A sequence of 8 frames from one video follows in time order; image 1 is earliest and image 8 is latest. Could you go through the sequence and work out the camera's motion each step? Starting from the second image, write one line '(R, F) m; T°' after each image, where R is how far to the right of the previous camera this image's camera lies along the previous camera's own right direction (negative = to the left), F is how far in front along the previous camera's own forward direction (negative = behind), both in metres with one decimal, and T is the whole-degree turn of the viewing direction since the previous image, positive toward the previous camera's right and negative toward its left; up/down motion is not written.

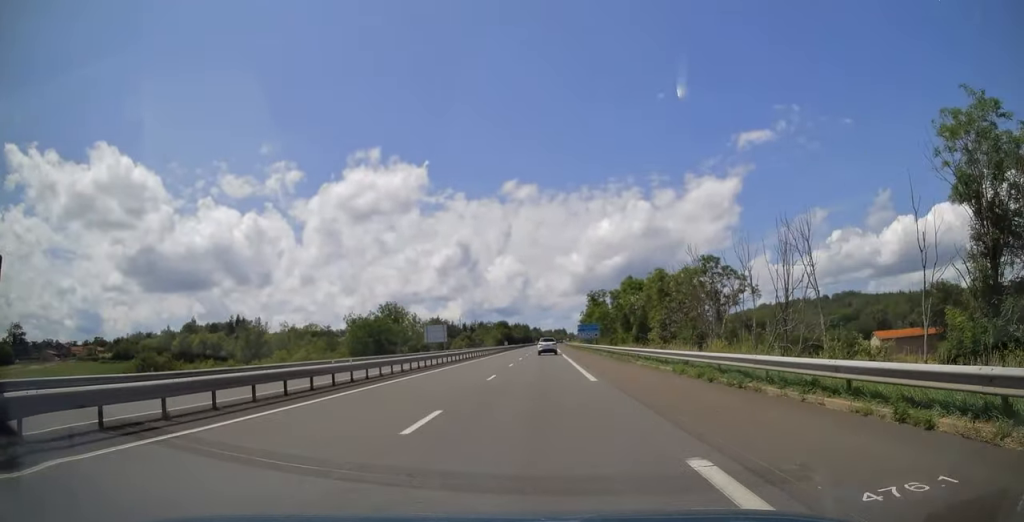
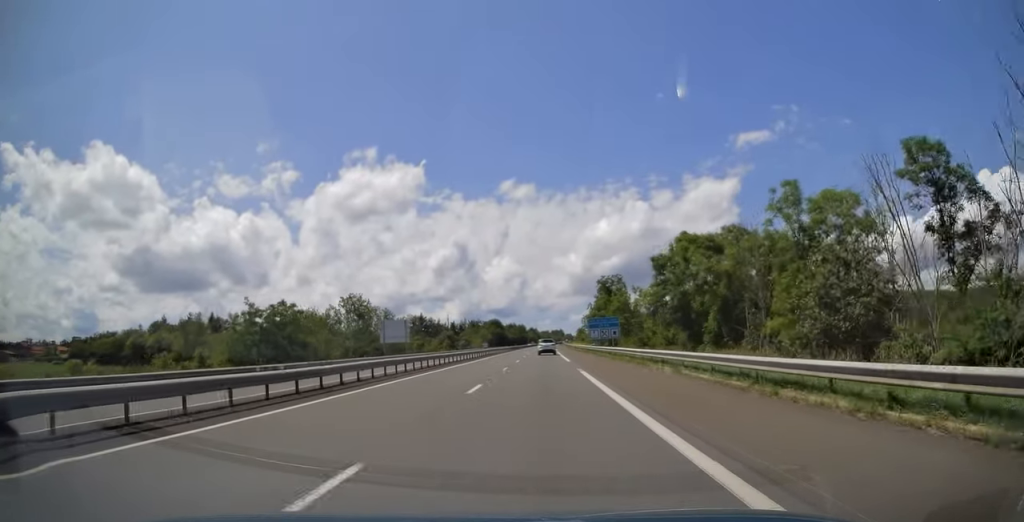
(-0.1, +31.1) m; 0°
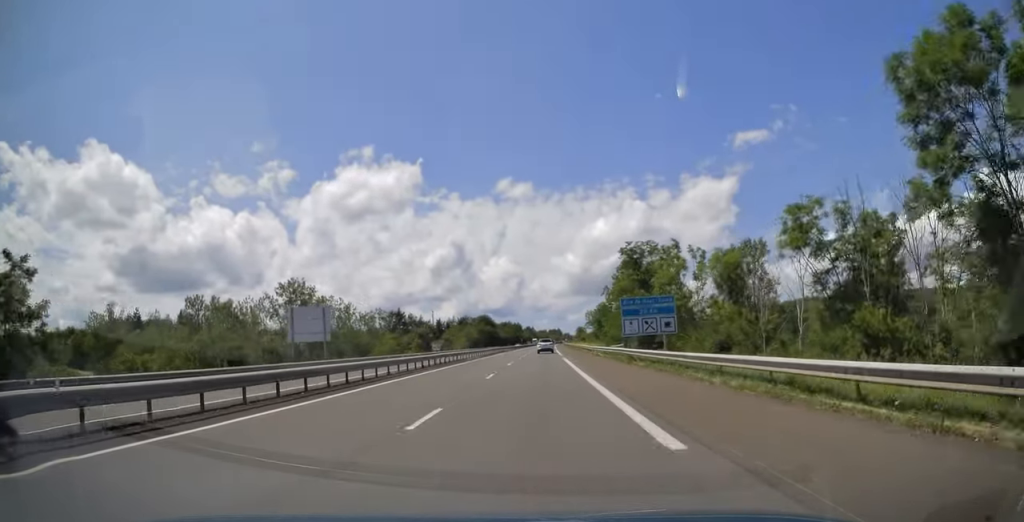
(+0.3, +33.2) m; +1°
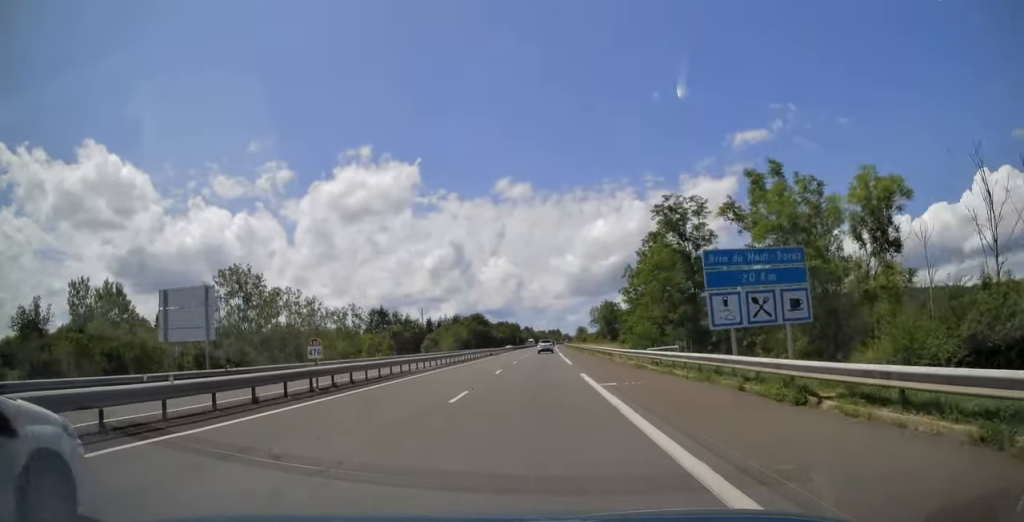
(0.0, +21.4) m; 0°
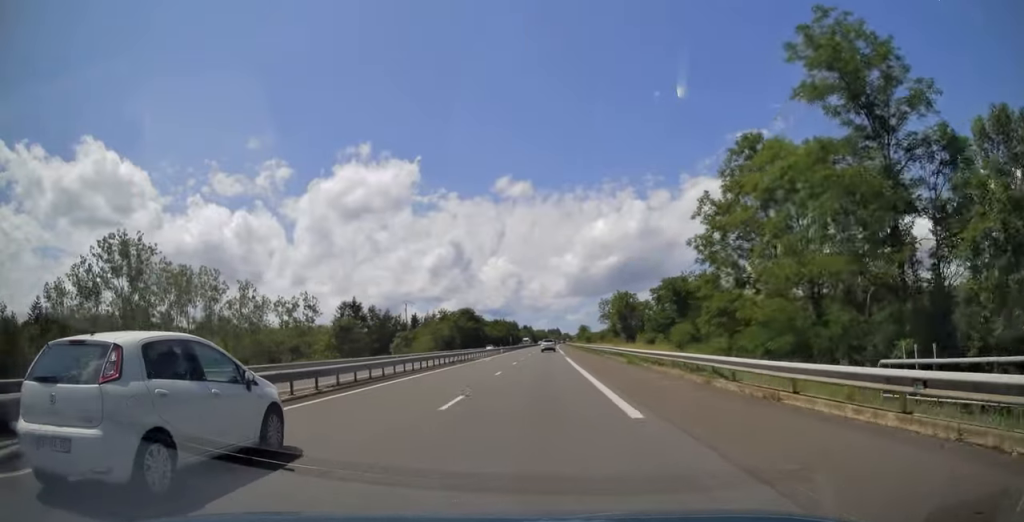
(0.0, +27.5) m; 0°
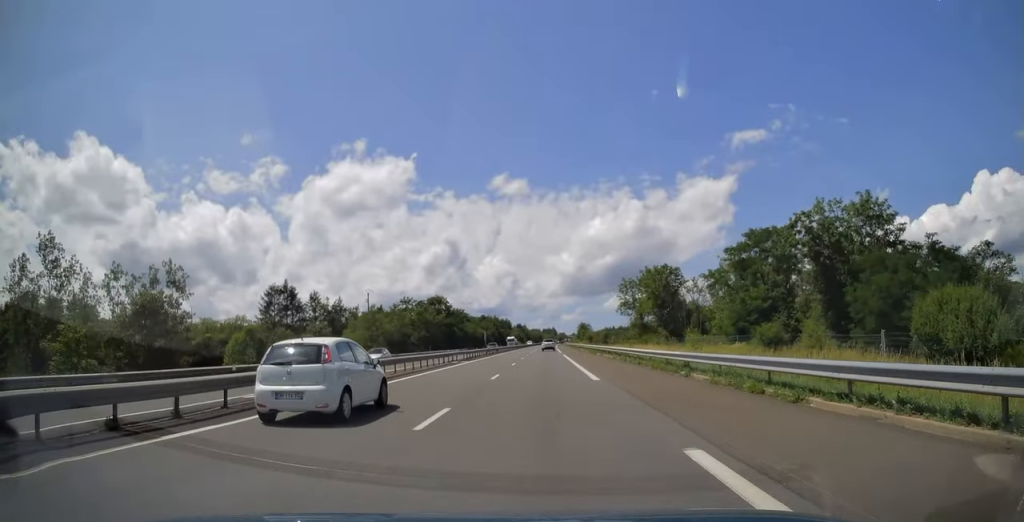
(-0.1, +41.8) m; 0°
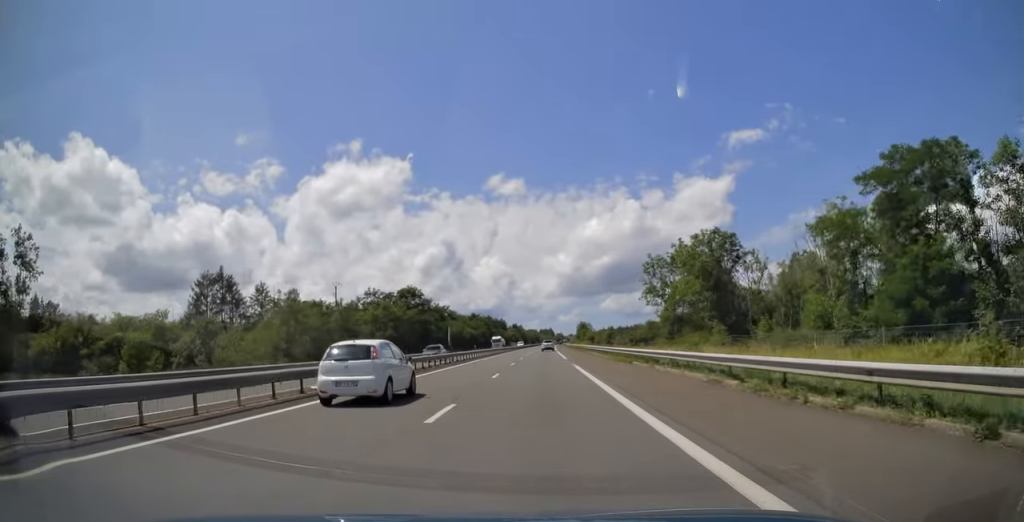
(+0.1, +25.0) m; +1°
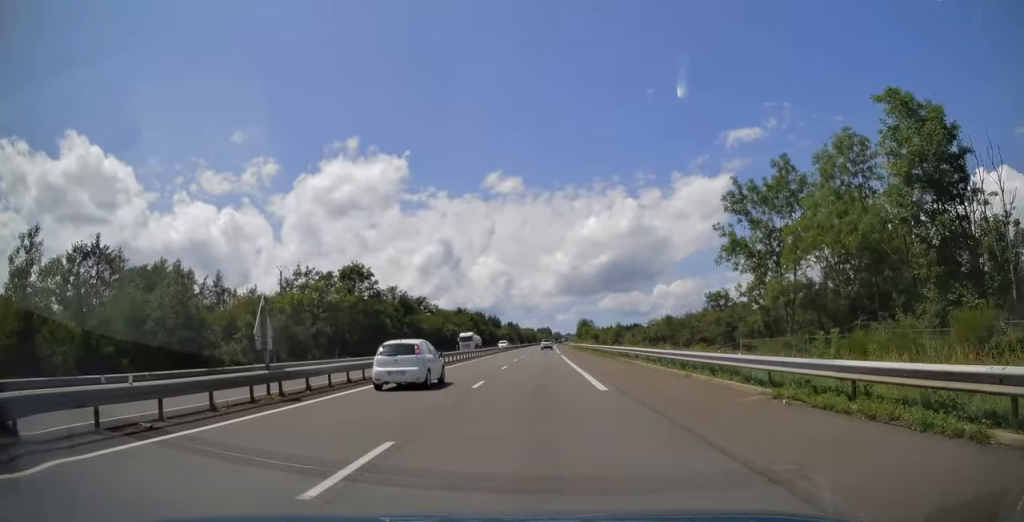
(+0.2, +31.1) m; 0°
